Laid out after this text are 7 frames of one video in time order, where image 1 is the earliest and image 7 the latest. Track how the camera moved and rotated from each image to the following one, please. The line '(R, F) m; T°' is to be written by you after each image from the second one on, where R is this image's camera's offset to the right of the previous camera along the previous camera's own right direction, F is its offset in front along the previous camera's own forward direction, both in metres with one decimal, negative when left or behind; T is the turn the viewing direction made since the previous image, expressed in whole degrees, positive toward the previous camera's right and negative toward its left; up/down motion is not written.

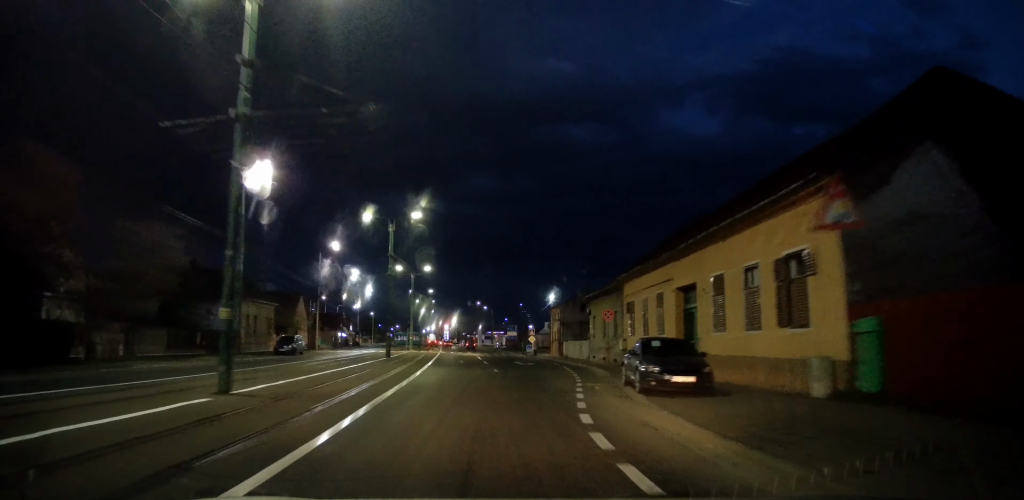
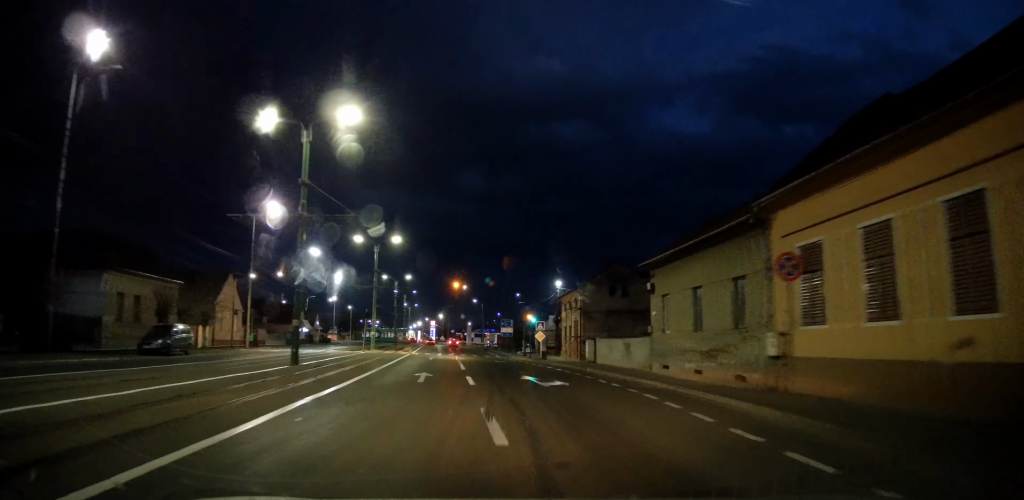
(+0.1, +17.1) m; +2°
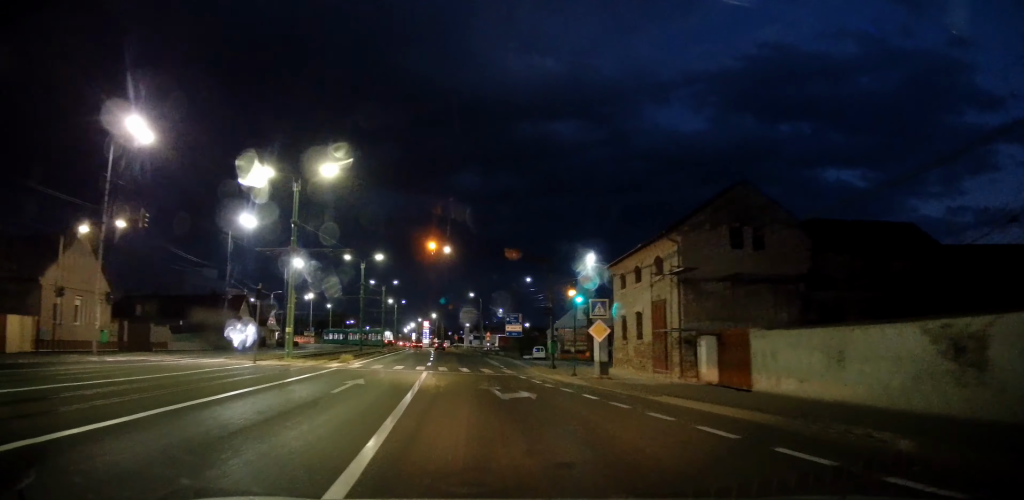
(+0.3, +20.8) m; 0°
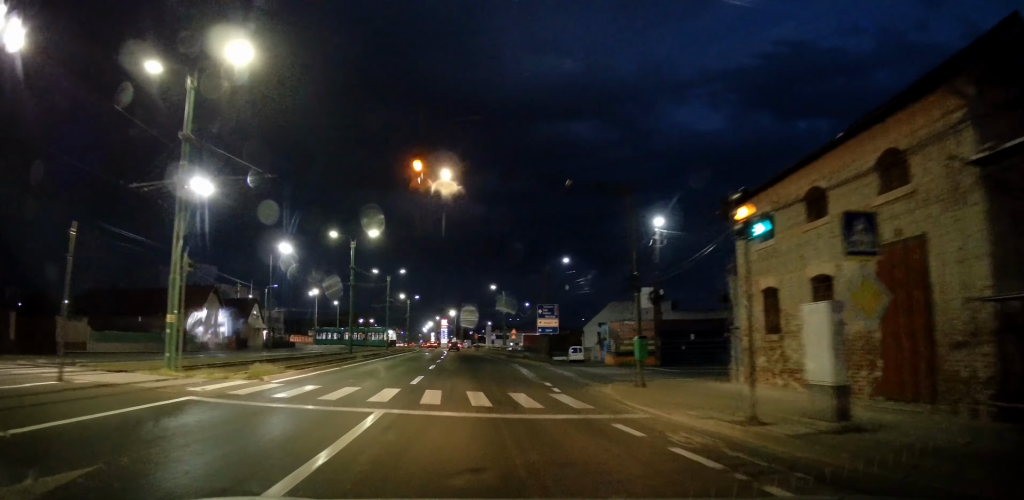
(-0.3, +13.9) m; -3°
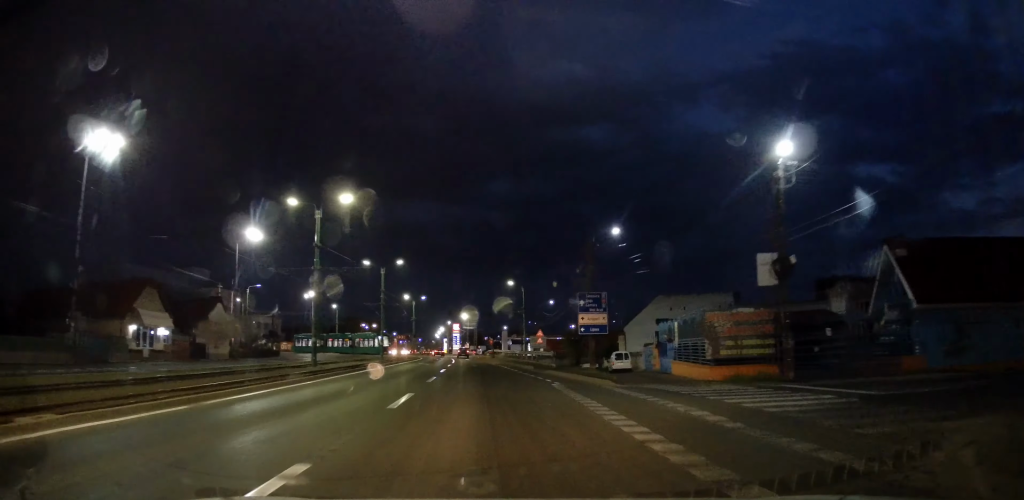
(-0.4, +14.2) m; -2°
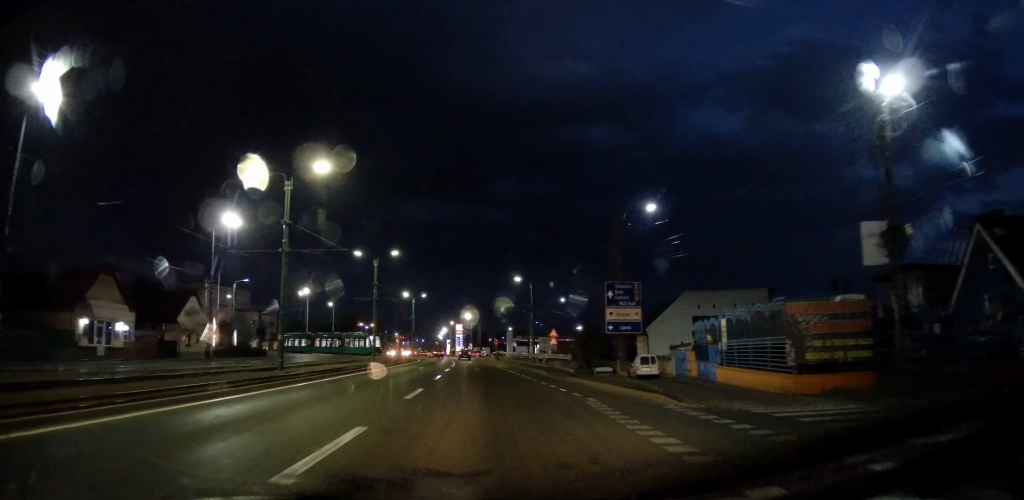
(-0.2, +6.3) m; 0°
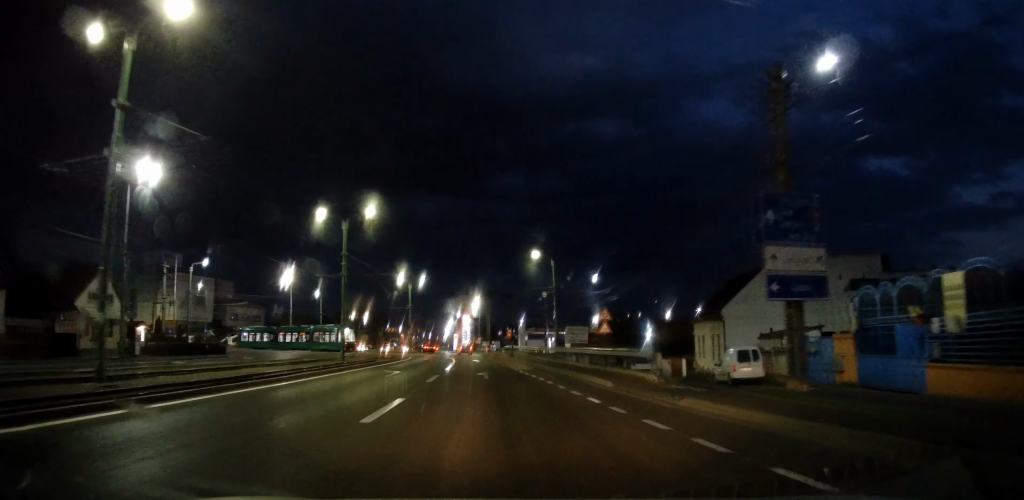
(+0.2, +14.1) m; 0°
